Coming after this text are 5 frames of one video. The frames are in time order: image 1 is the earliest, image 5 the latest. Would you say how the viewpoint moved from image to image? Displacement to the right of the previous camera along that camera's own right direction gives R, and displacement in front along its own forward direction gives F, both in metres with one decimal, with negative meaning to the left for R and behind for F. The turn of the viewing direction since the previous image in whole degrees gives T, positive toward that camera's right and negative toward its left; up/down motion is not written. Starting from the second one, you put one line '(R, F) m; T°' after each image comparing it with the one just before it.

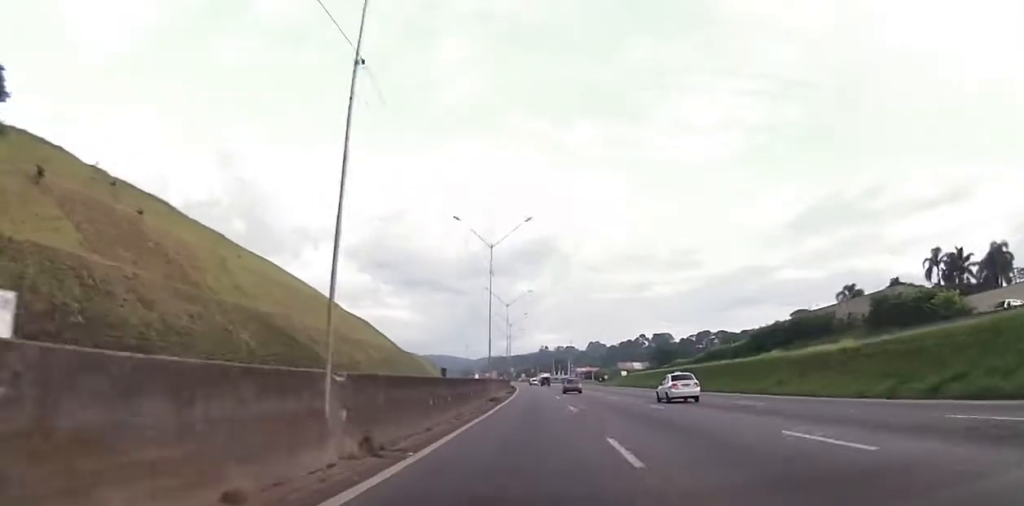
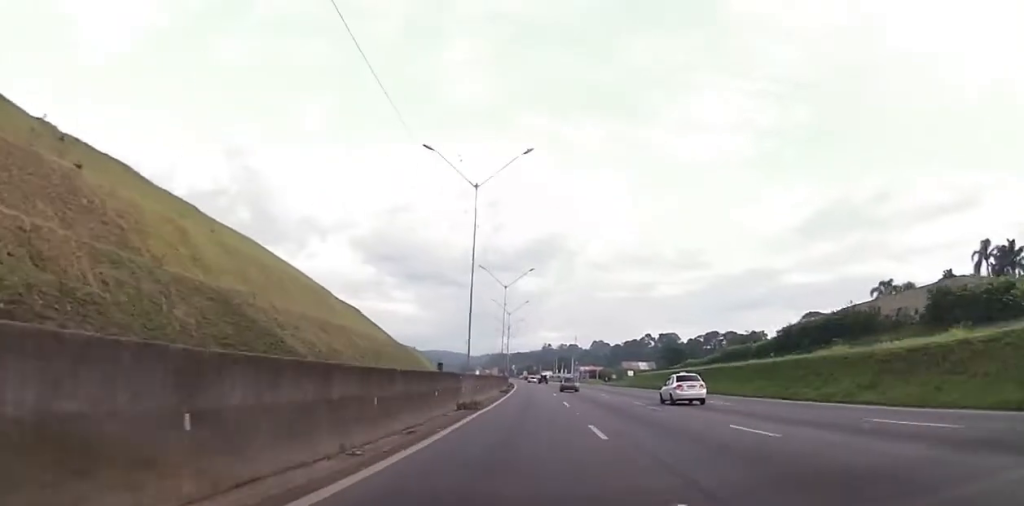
(-0.1, +14.2) m; 0°
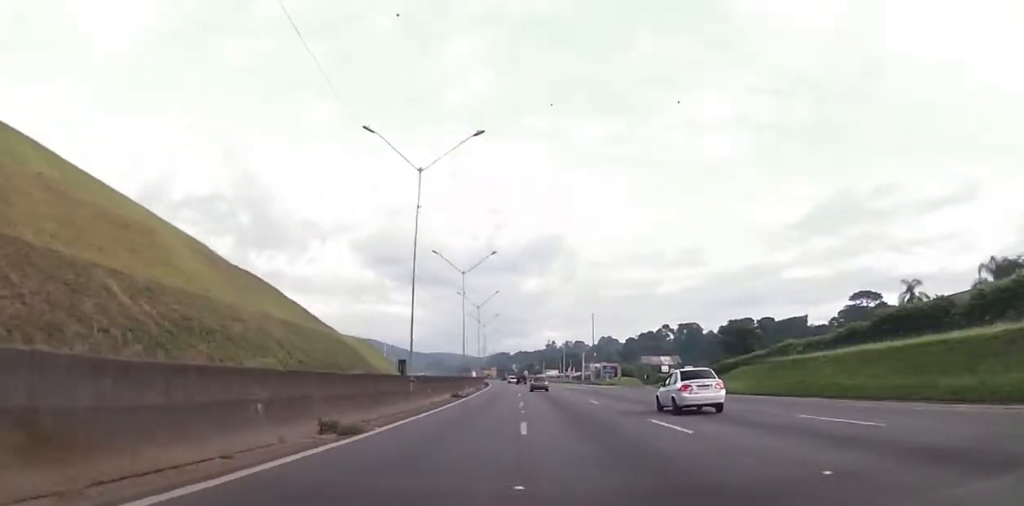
(-1.1, +72.6) m; -1°
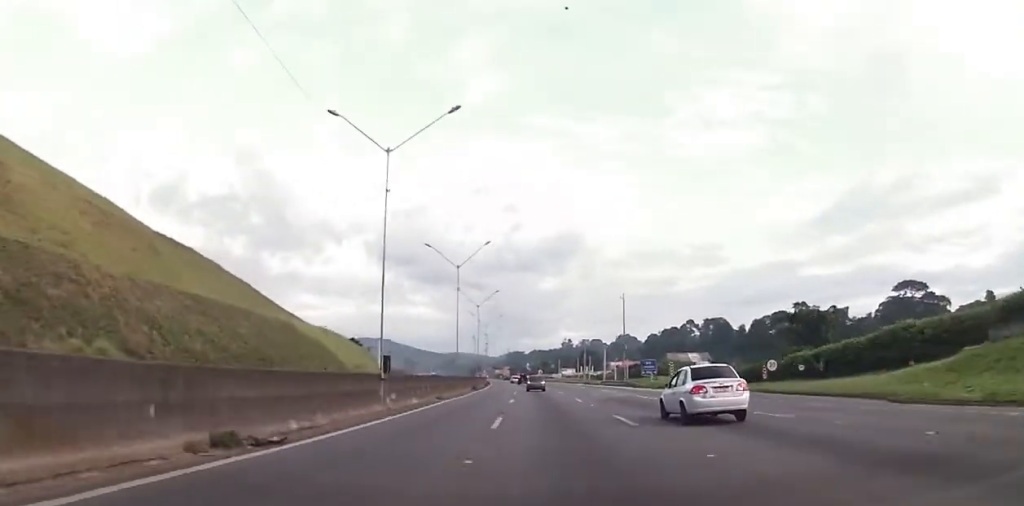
(-0.1, +34.4) m; -1°
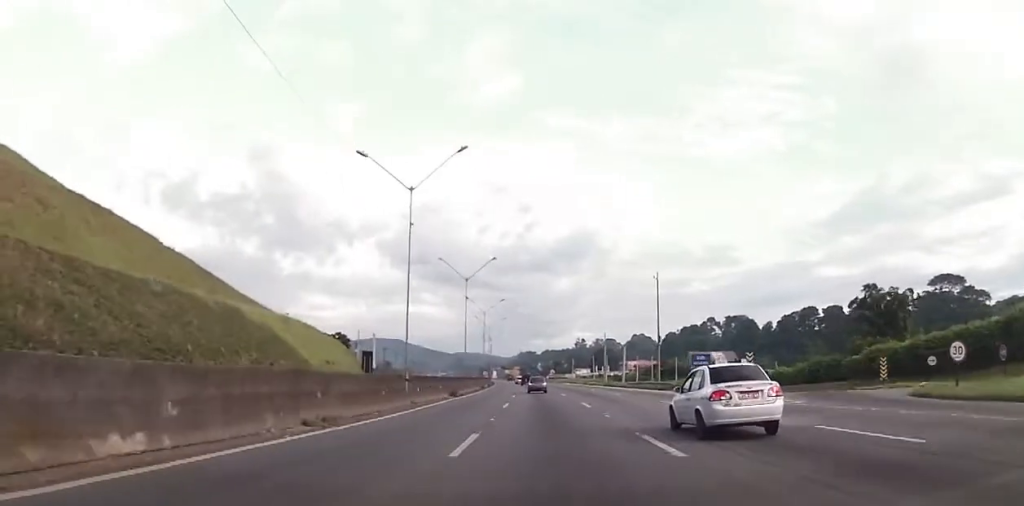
(-0.1, +24.6) m; -1°
